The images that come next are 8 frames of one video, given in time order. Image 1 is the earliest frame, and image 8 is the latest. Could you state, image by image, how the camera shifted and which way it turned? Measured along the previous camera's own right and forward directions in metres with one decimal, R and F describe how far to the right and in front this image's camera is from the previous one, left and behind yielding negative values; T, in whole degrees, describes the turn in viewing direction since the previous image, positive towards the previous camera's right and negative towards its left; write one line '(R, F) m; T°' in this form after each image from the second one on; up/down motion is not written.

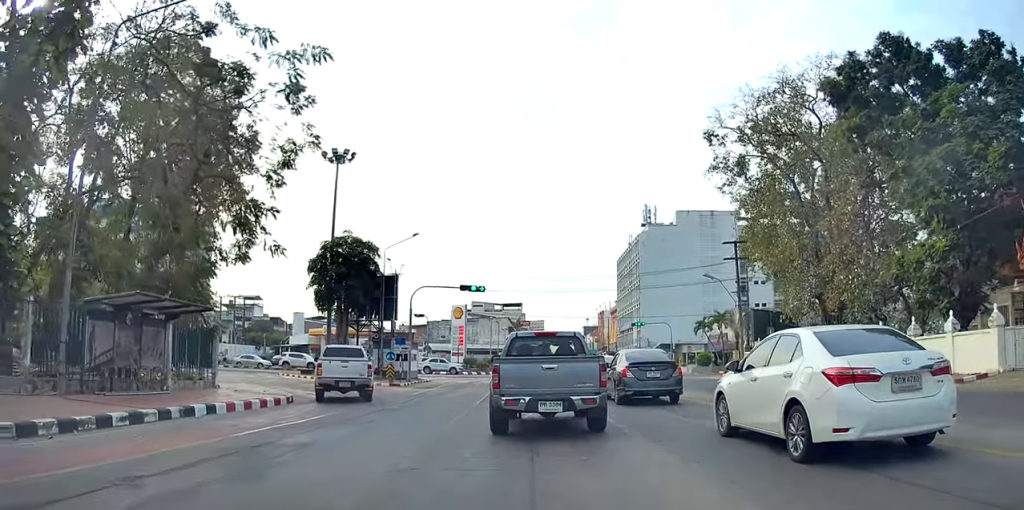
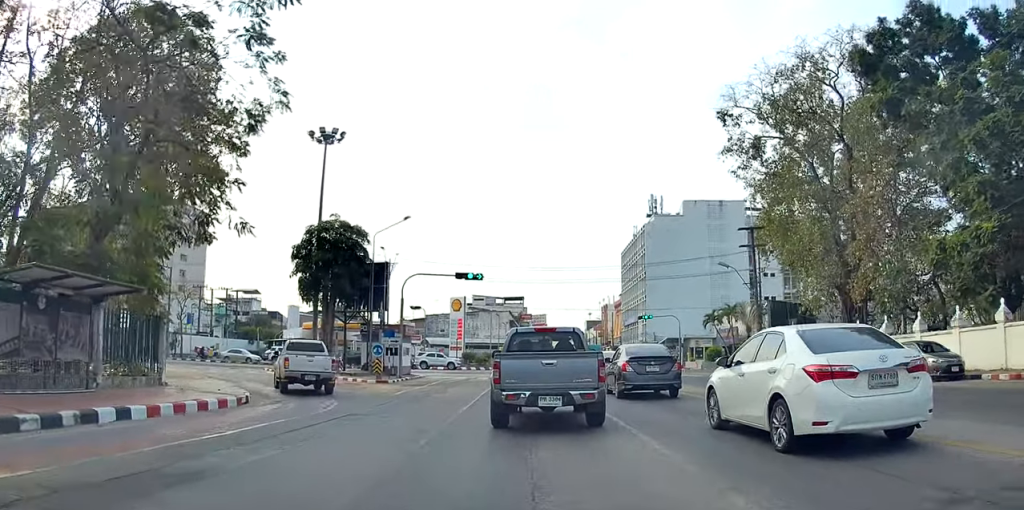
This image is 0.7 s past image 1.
(0.0, +3.1) m; 0°
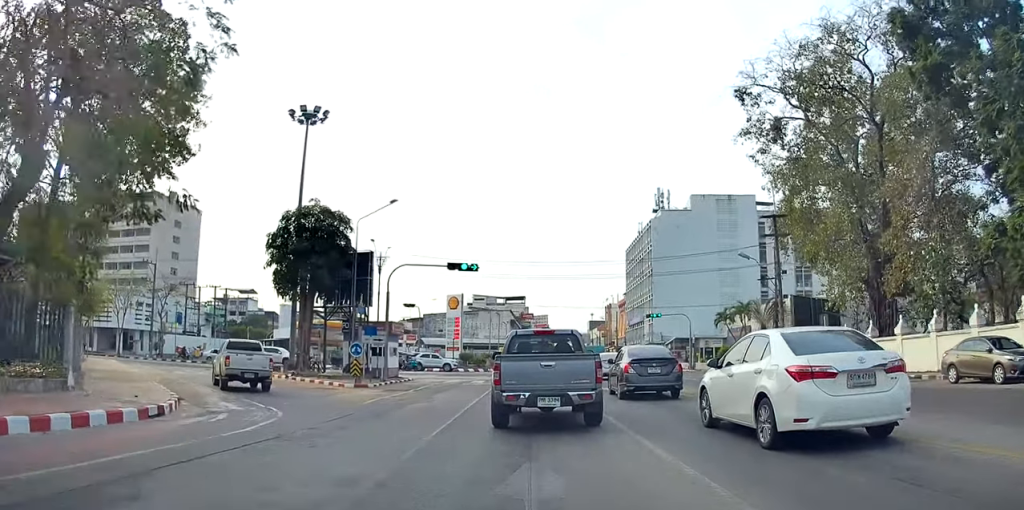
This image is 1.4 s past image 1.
(0.0, +3.7) m; 0°
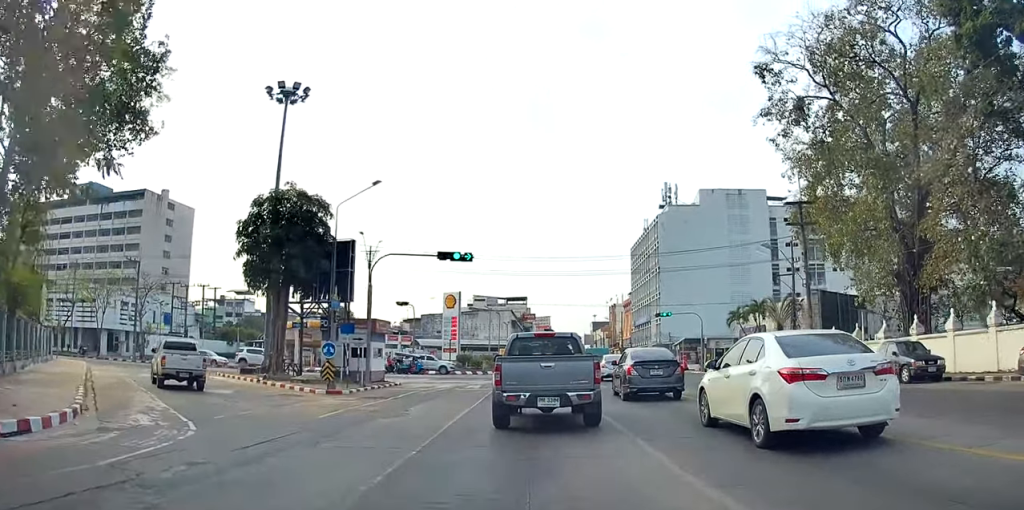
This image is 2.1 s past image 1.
(0.0, +3.6) m; 0°
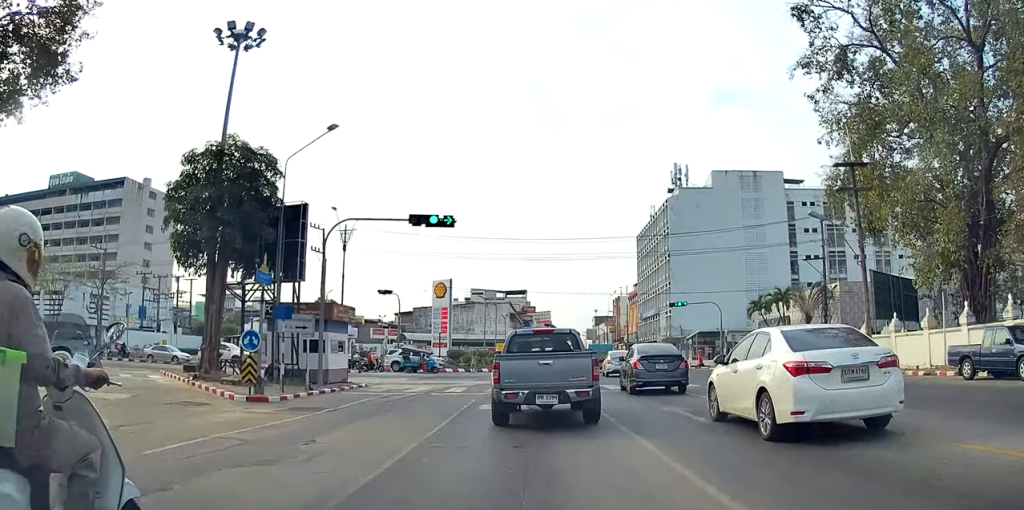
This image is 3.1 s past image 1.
(0.0, +5.7) m; 0°
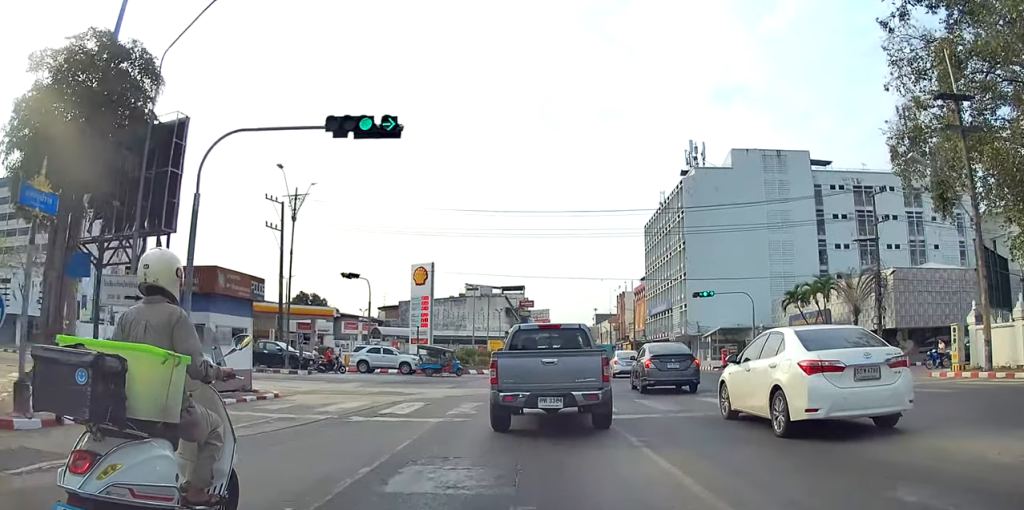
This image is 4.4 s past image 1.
(-0.1, +8.6) m; -2°
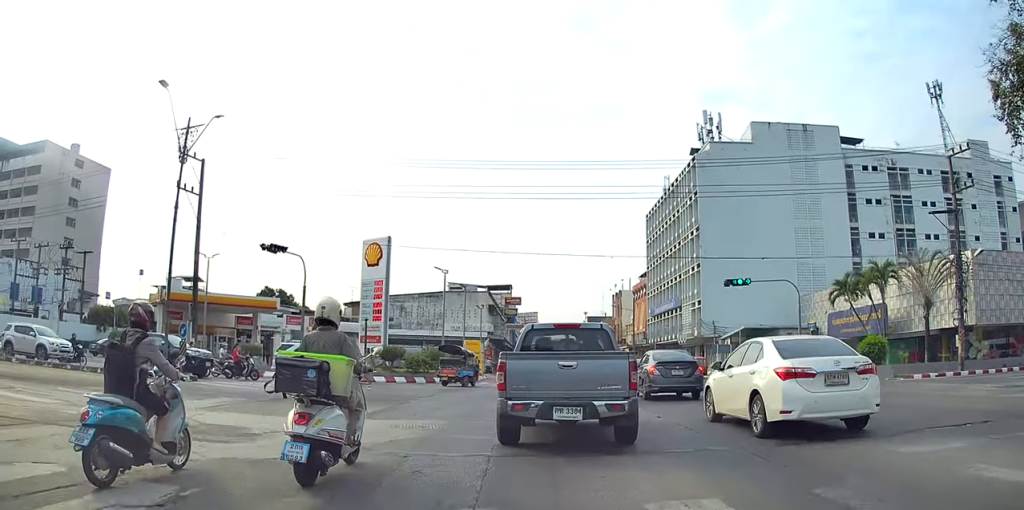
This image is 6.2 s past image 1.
(-0.3, +10.9) m; -2°
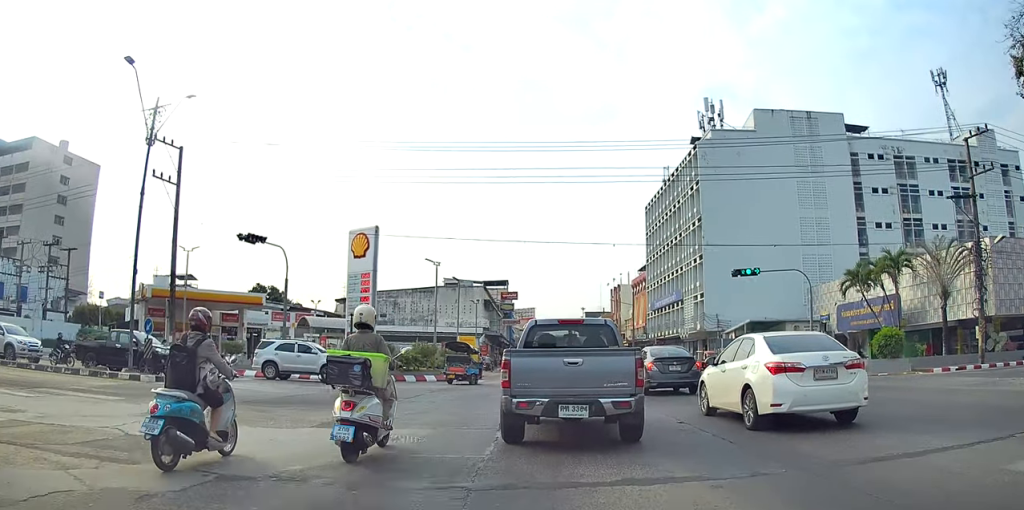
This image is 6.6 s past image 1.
(-0.1, +2.4) m; +2°
